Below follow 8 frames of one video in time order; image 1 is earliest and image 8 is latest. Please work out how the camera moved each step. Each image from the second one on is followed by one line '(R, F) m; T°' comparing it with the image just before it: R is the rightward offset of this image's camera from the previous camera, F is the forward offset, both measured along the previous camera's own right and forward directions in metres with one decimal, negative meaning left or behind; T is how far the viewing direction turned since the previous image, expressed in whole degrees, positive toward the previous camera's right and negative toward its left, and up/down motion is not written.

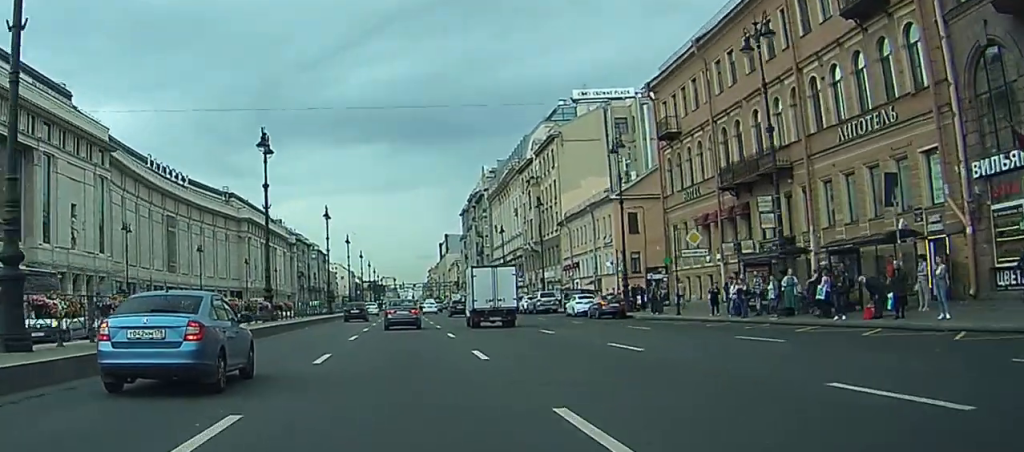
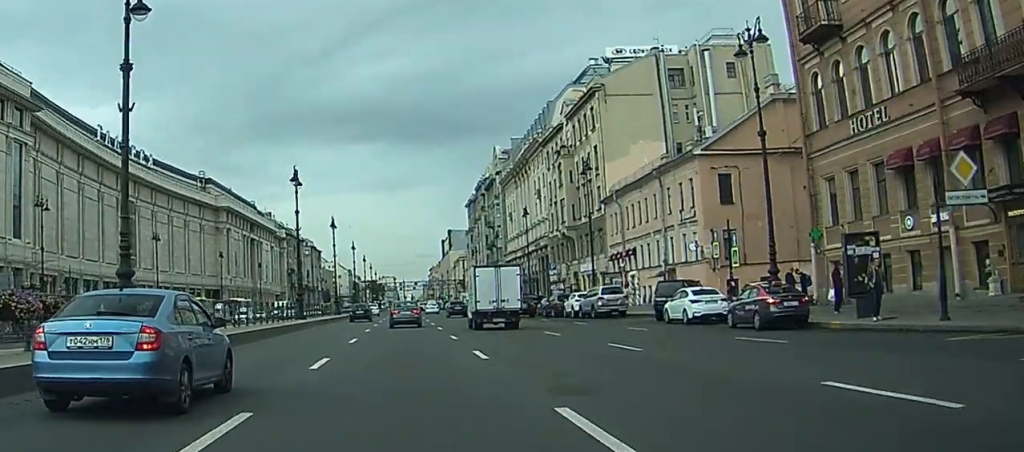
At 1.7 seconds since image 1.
(0.0, +22.9) m; 0°
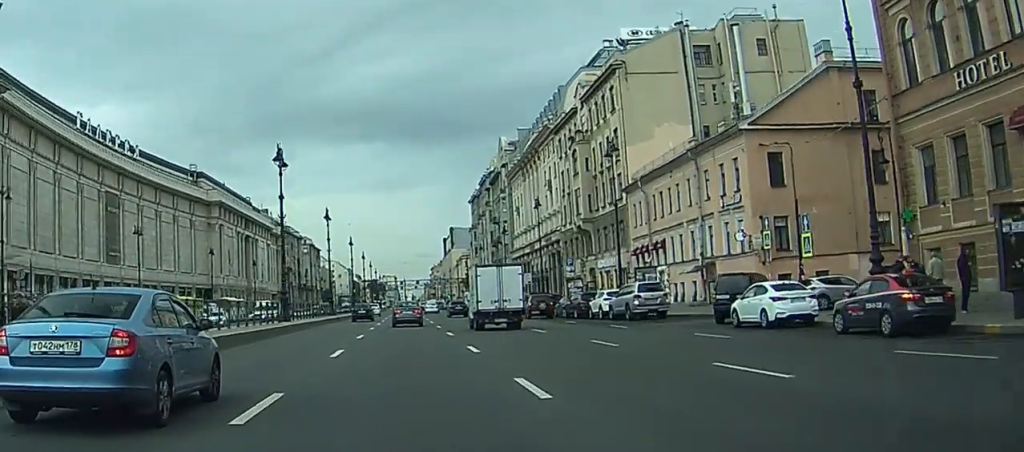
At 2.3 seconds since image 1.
(0.0, +8.0) m; -1°
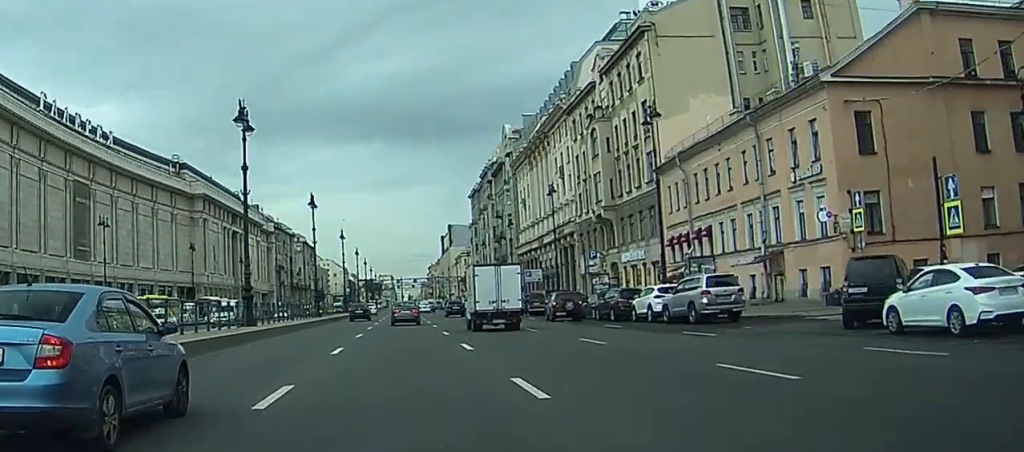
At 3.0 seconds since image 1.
(-0.1, +10.6) m; 0°
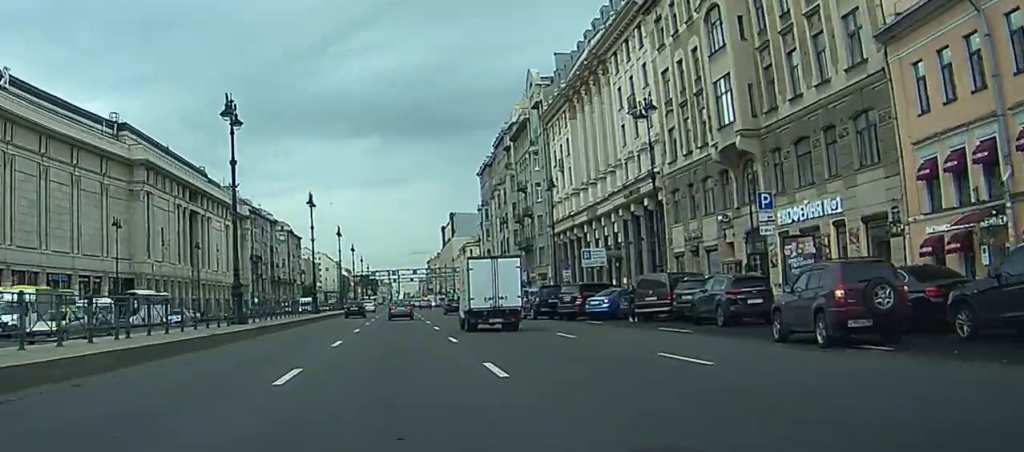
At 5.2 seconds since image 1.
(0.0, +32.5) m; 0°
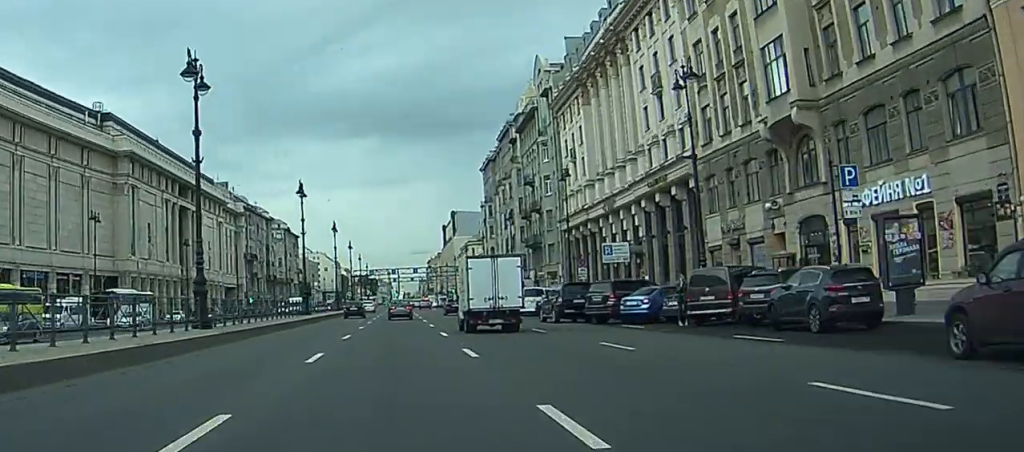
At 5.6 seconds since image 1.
(0.0, +6.9) m; 0°
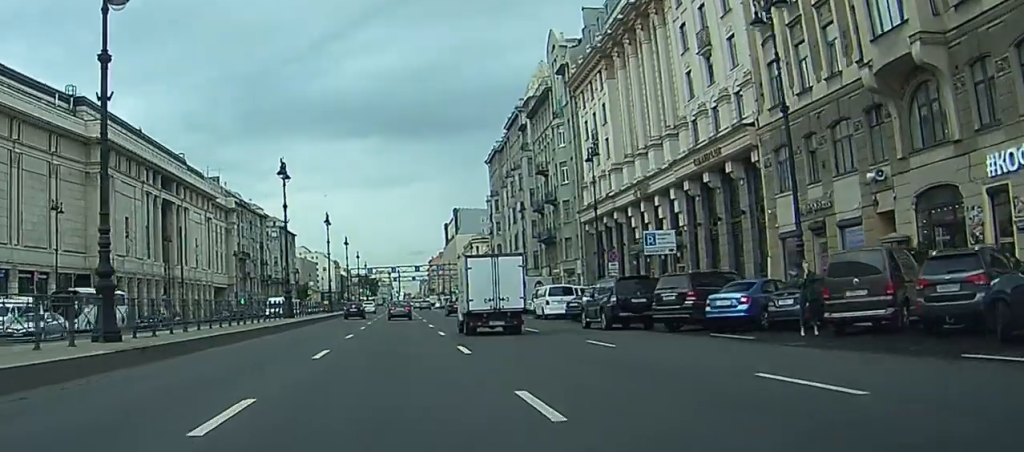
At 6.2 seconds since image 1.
(0.0, +10.3) m; 0°
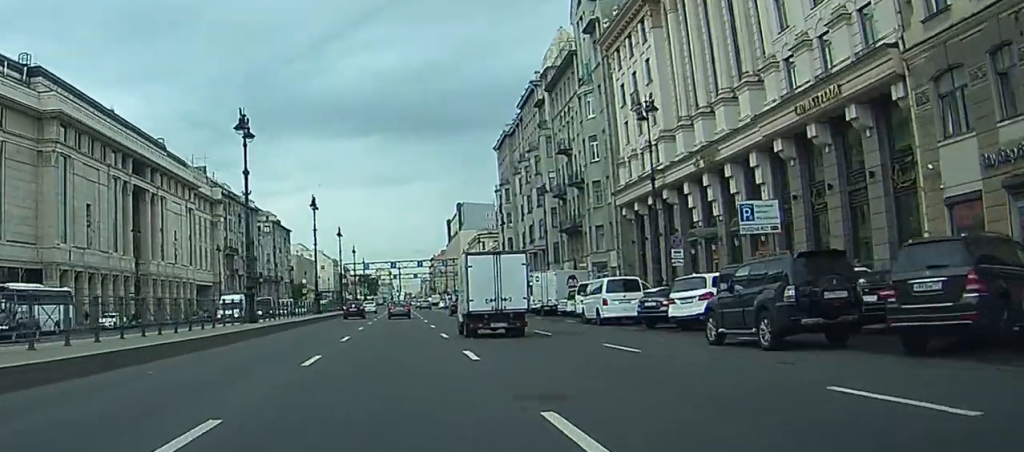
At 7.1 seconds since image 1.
(0.0, +14.2) m; 0°
